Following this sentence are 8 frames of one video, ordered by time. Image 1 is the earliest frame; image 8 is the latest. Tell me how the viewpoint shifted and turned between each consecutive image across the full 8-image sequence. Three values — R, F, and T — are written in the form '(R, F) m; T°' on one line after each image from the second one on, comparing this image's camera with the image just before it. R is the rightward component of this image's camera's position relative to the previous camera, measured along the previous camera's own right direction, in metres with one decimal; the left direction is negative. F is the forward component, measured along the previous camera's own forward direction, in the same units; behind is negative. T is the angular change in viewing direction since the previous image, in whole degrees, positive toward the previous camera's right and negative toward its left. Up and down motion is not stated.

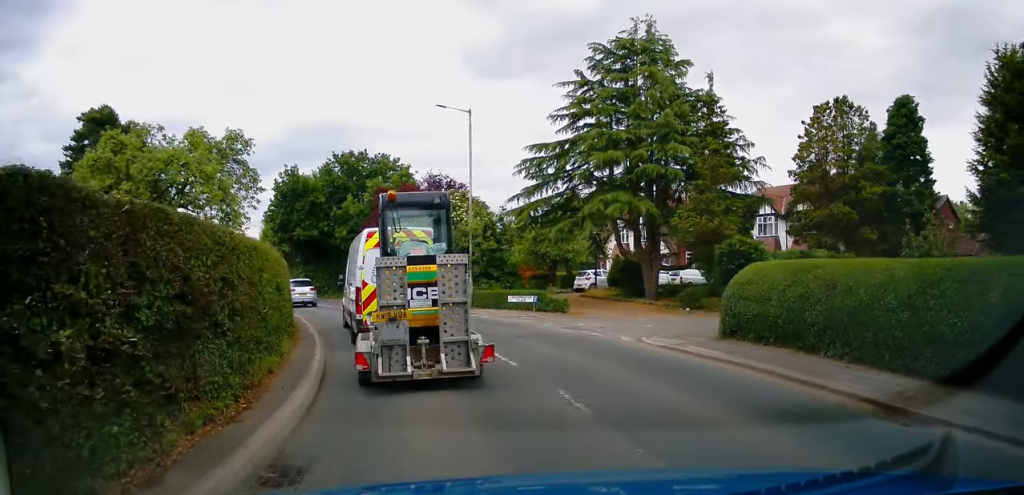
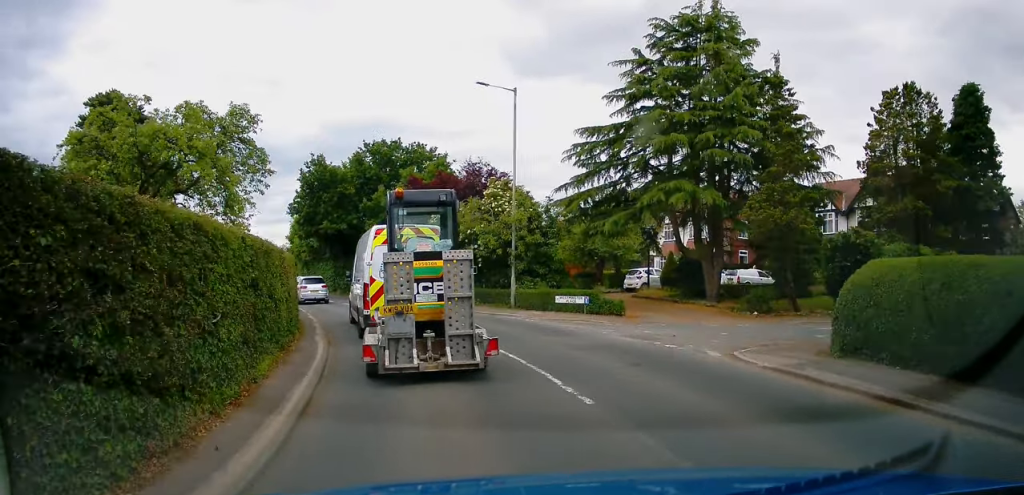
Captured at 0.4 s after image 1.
(-0.2, +3.4) m; -4°
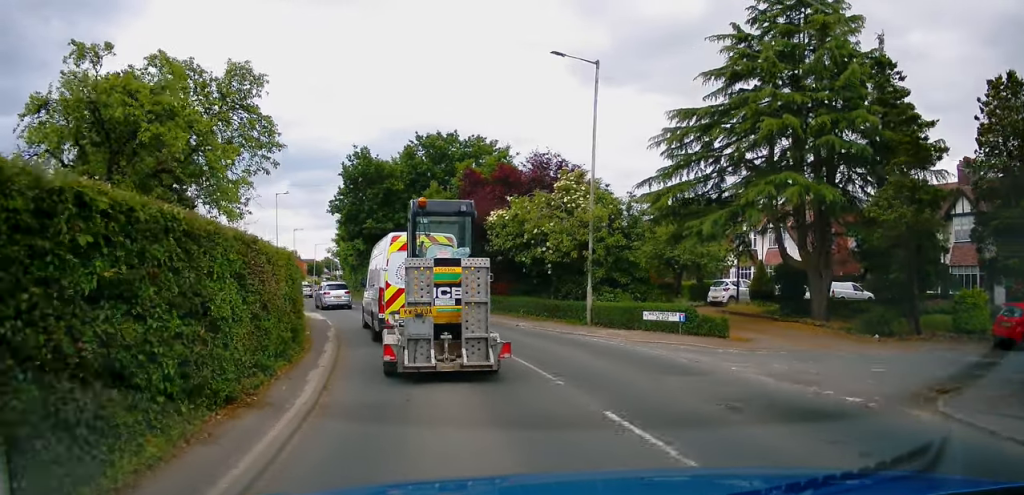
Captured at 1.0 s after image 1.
(-0.2, +4.9) m; -6°
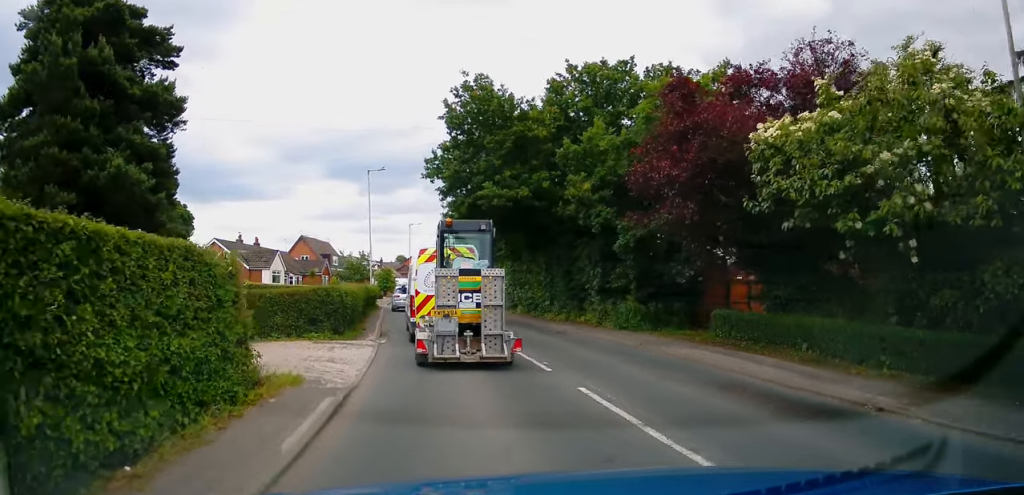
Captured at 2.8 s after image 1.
(-1.8, +14.4) m; -13°
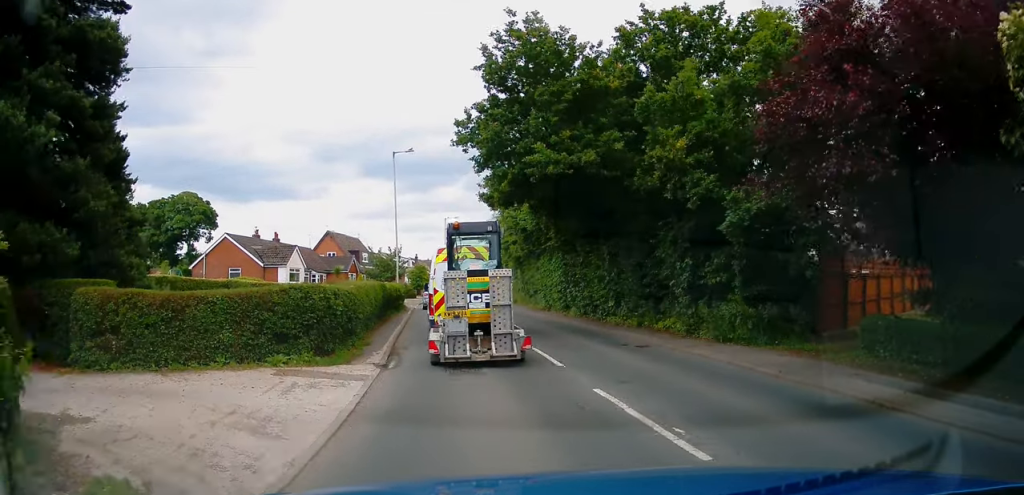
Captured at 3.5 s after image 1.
(-0.3, +5.8) m; -3°
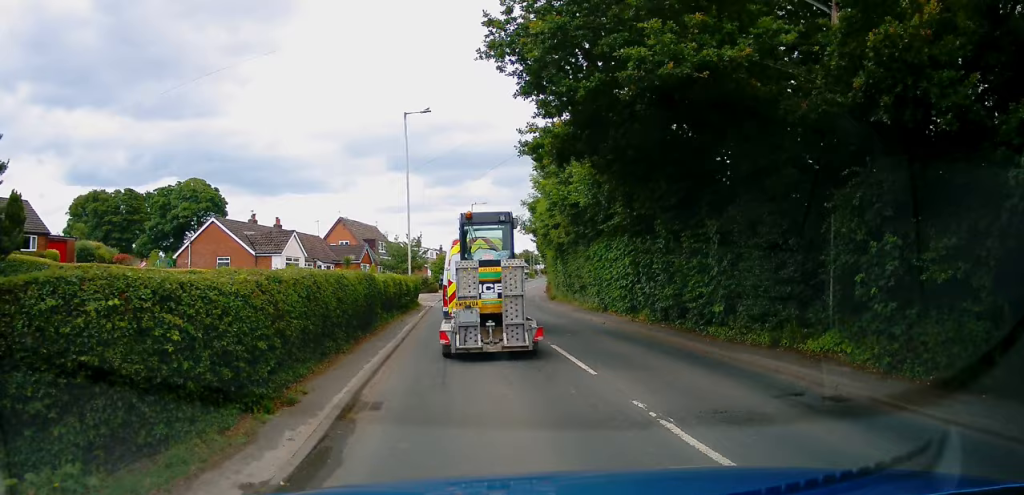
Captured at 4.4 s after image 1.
(-0.3, +7.6) m; -3°
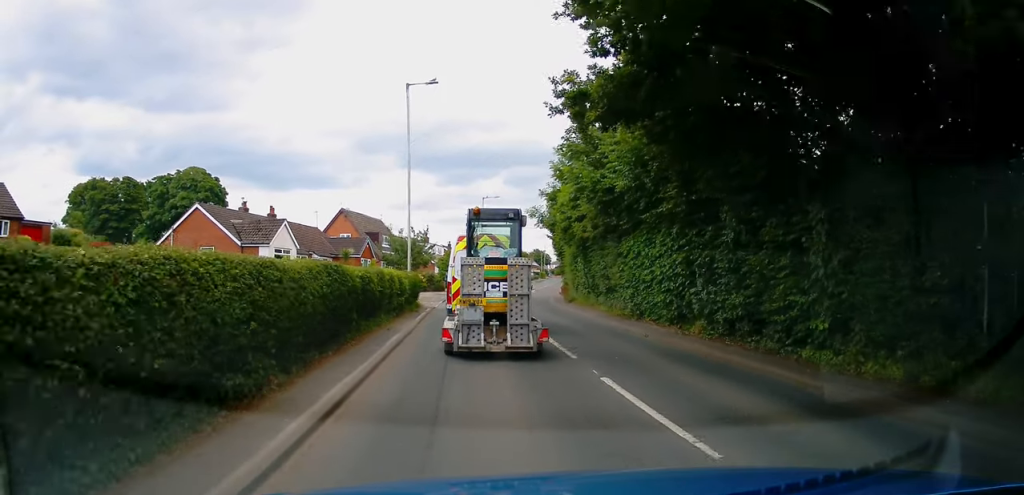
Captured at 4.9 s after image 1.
(+0.1, +4.5) m; -2°
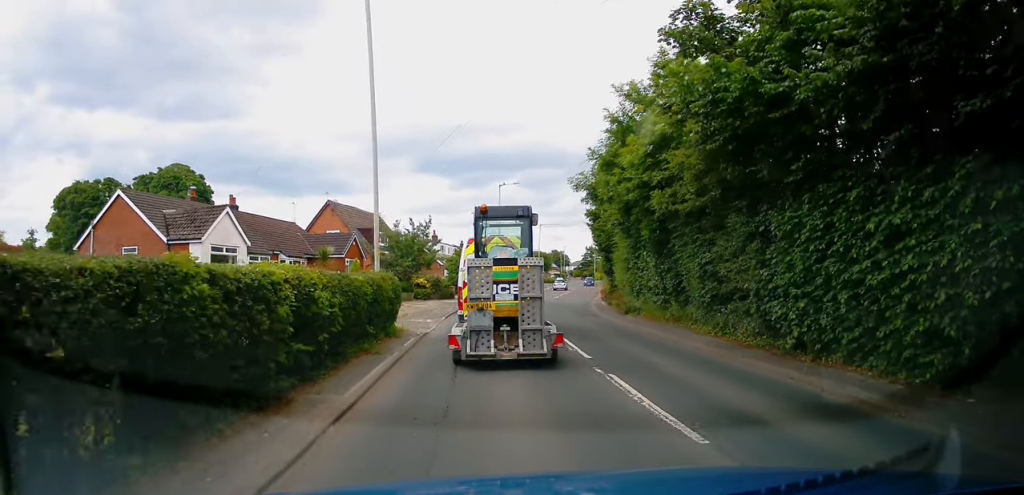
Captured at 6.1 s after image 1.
(-0.6, +11.2) m; -3°
